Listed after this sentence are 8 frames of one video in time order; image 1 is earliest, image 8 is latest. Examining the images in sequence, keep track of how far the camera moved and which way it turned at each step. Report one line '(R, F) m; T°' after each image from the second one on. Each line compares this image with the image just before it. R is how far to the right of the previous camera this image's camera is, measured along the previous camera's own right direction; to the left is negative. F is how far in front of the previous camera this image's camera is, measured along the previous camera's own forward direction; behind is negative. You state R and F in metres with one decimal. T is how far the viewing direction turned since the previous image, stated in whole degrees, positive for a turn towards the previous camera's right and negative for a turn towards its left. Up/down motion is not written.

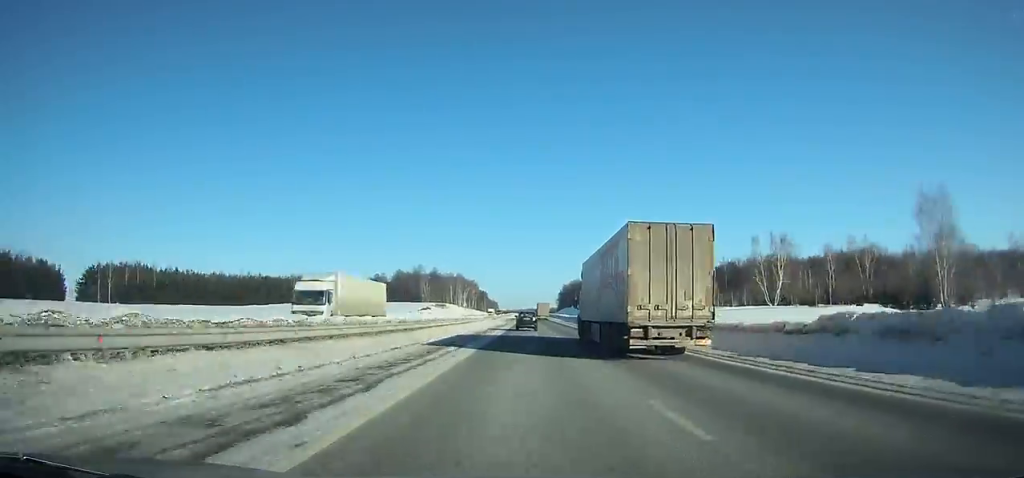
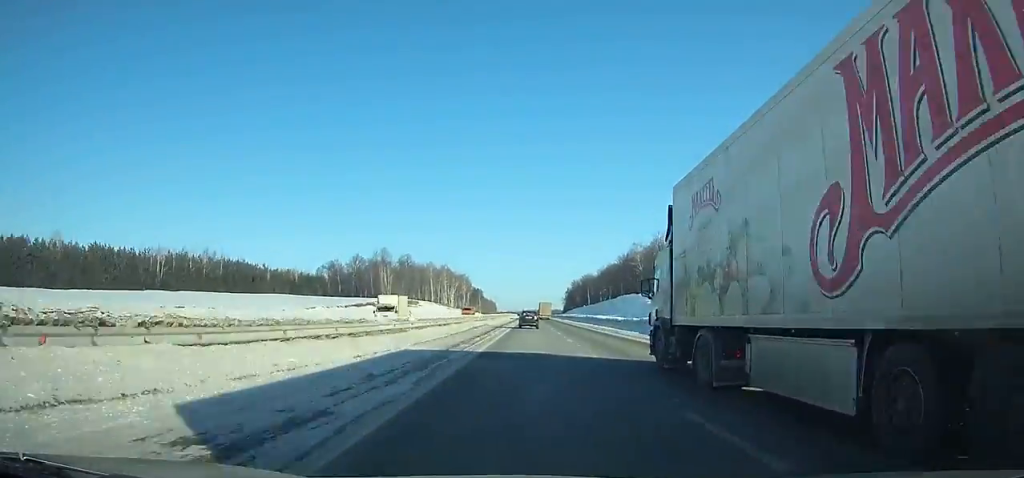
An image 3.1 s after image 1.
(-0.4, +85.5) m; 0°
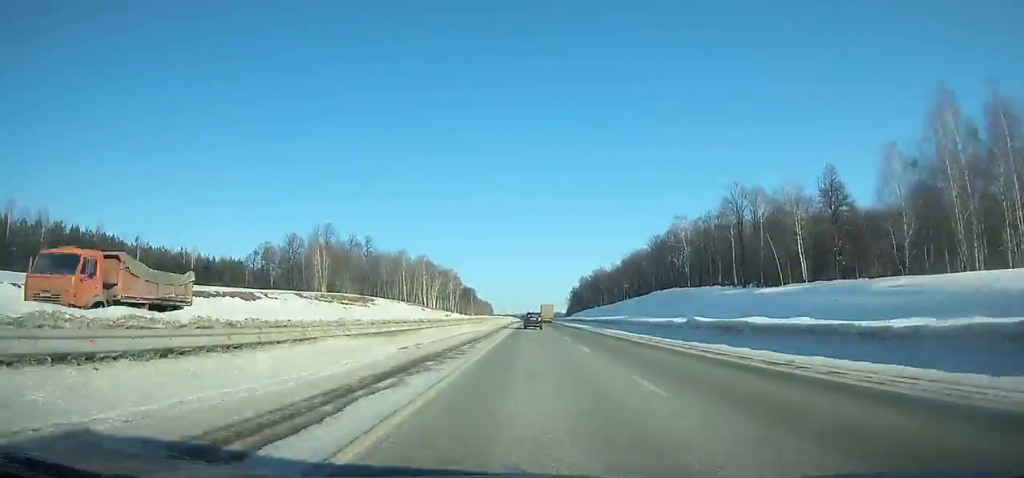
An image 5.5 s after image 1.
(+0.1, +66.4) m; +1°
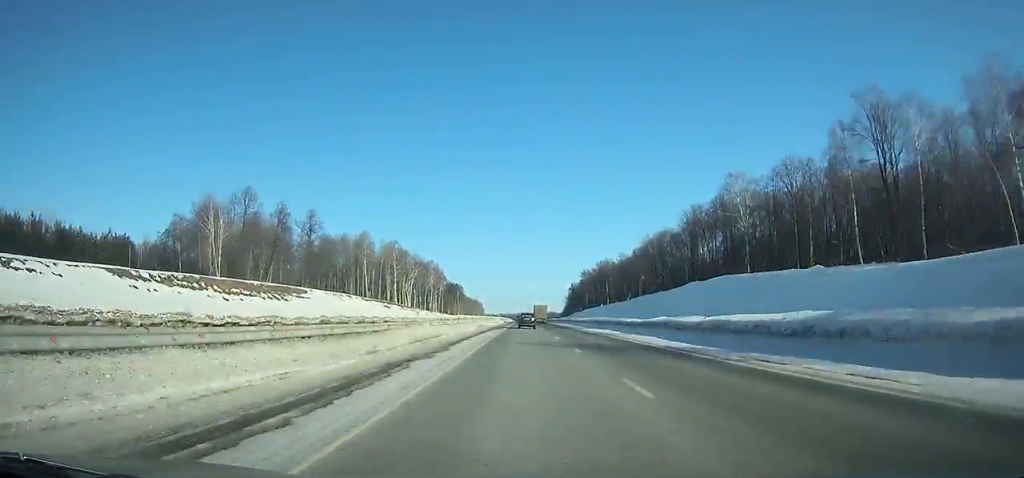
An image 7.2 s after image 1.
(+0.2, +47.3) m; 0°
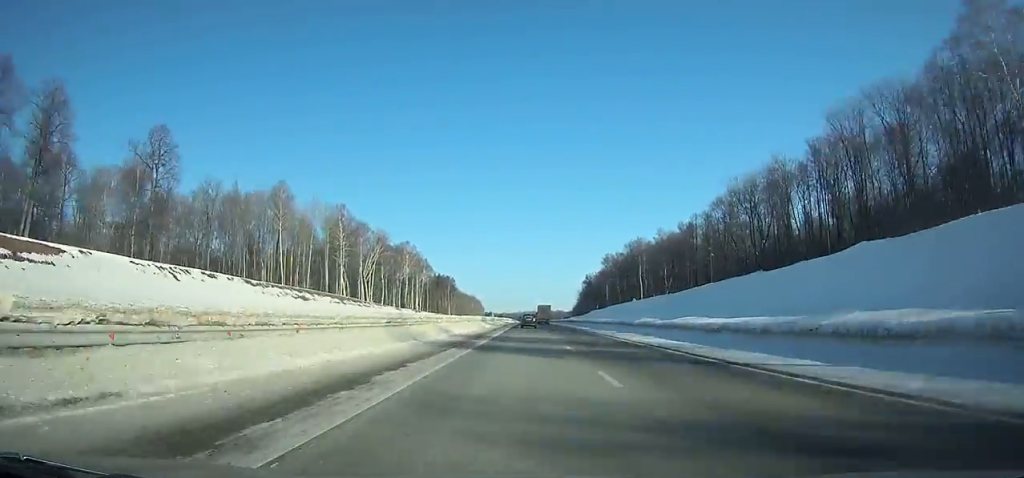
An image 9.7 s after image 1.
(+0.6, +69.8) m; 0°
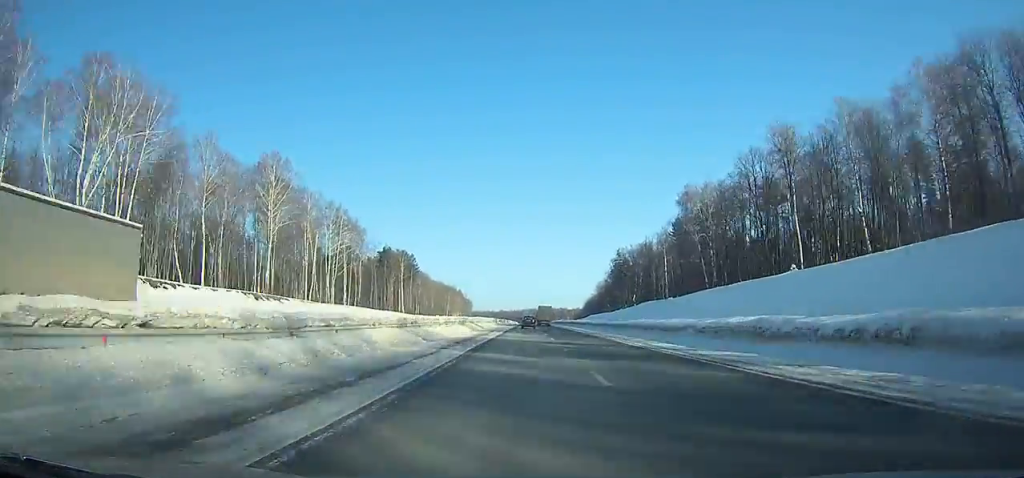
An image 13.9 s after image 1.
(-0.2, +119.0) m; 0°
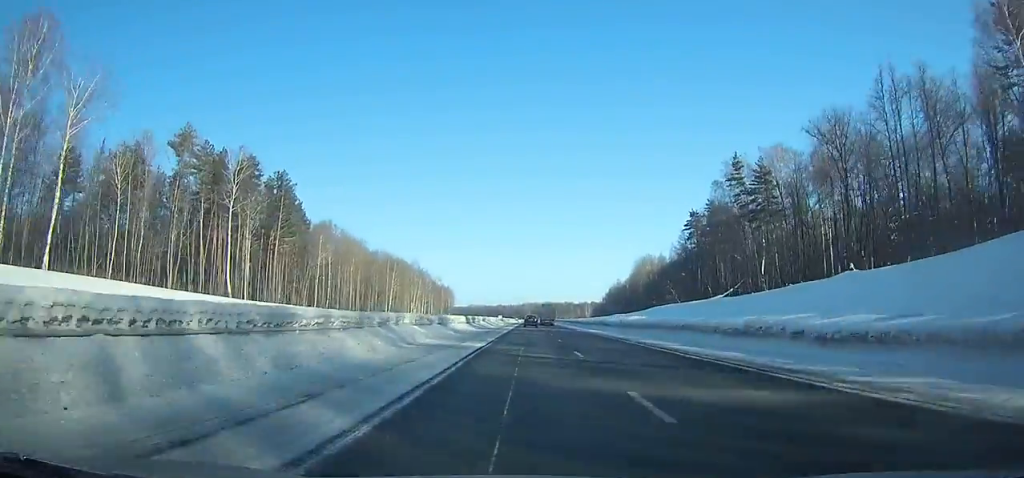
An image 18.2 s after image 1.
(-0.6, +124.5) m; 0°
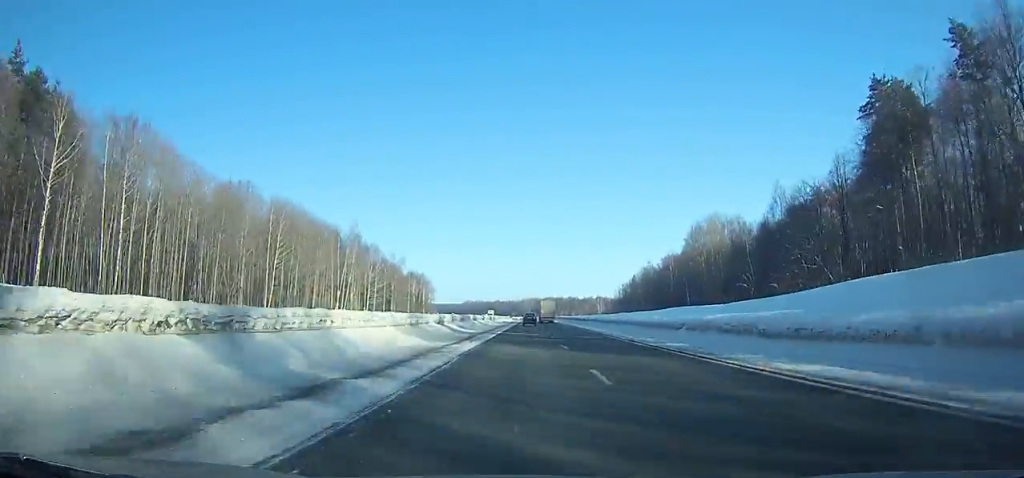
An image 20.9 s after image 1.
(-0.1, +80.1) m; 0°
